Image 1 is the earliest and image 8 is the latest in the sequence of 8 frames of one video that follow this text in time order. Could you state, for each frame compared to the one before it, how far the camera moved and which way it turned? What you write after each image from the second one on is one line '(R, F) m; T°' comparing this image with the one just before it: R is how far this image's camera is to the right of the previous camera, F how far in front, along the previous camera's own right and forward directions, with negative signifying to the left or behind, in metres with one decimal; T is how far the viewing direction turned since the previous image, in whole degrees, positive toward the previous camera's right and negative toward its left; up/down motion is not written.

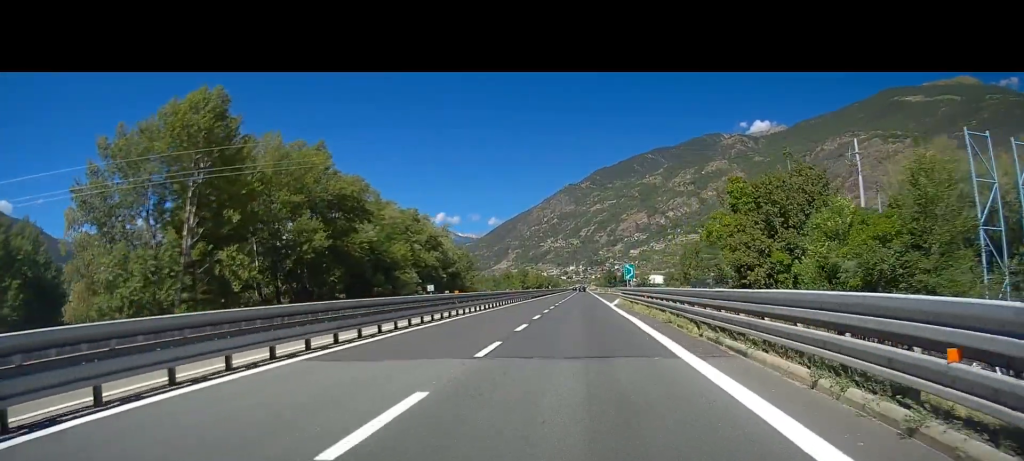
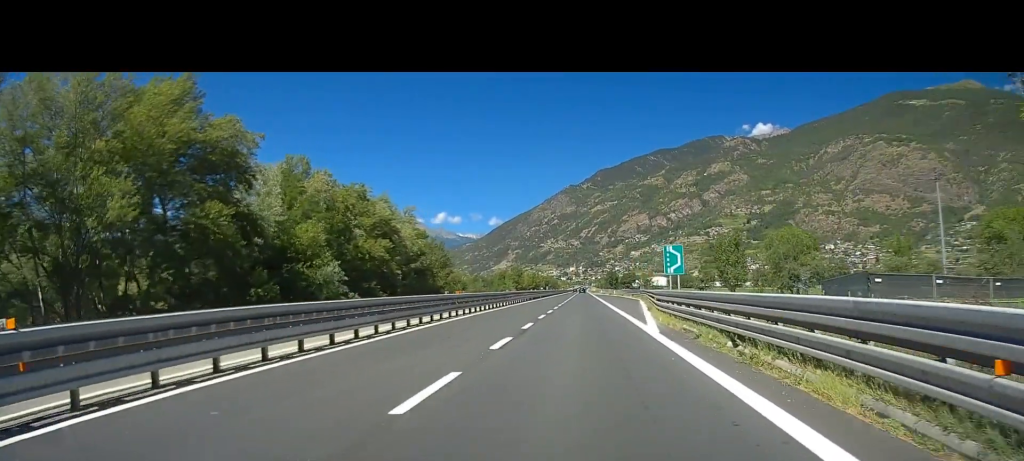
(0.0, +27.2) m; 0°
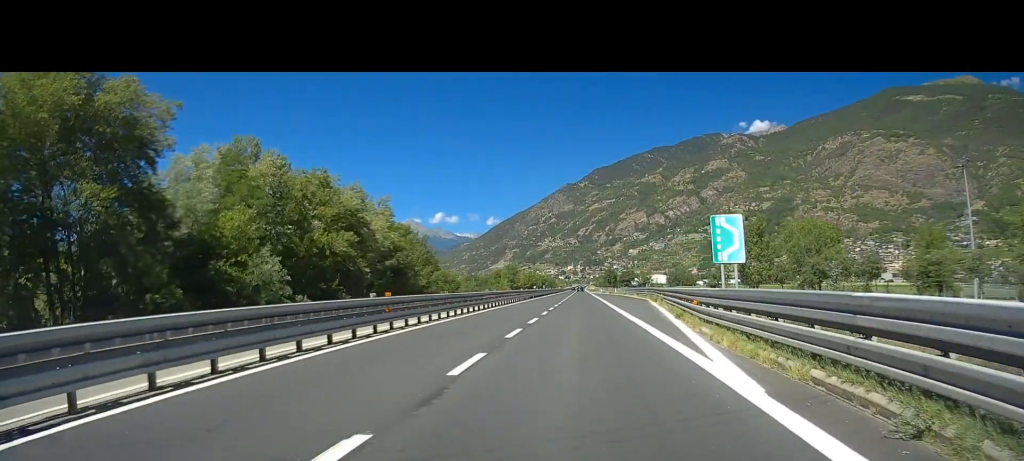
(0.0, +11.5) m; 0°
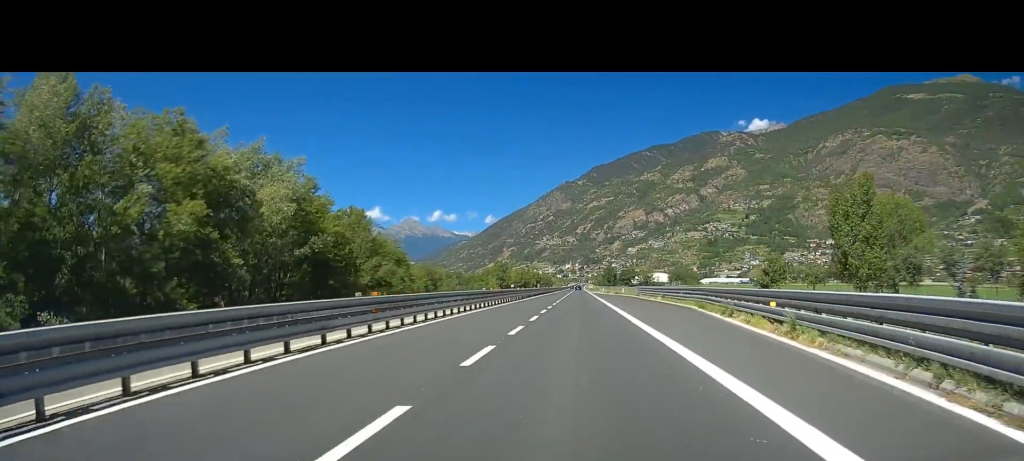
(0.0, +27.3) m; -1°
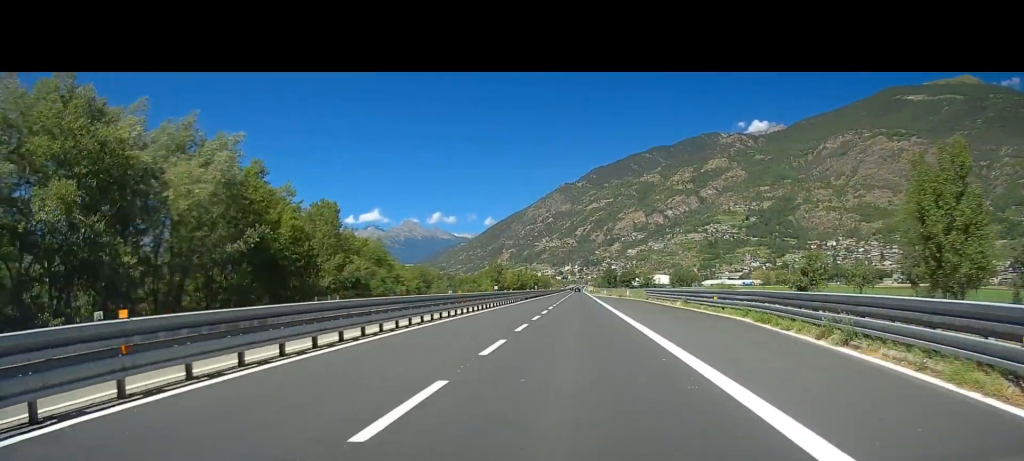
(0.0, +11.9) m; 0°
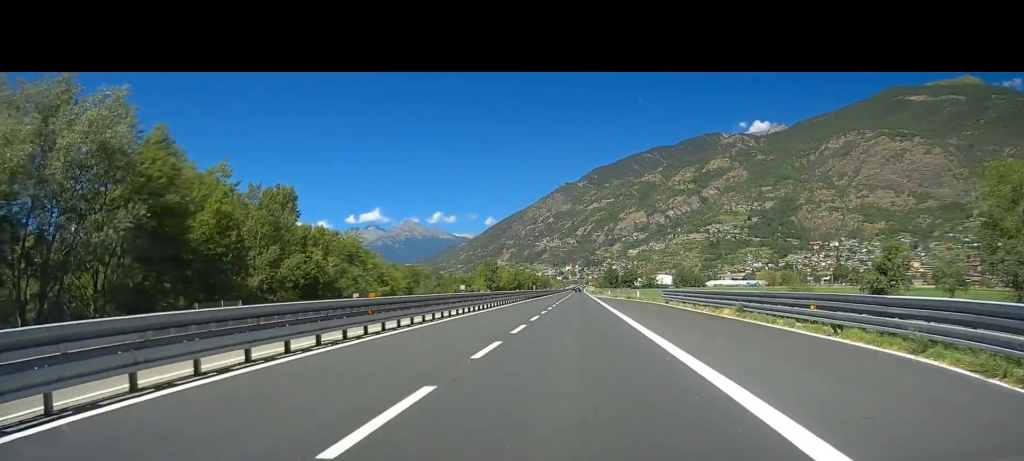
(-0.3, +15.0) m; 0°
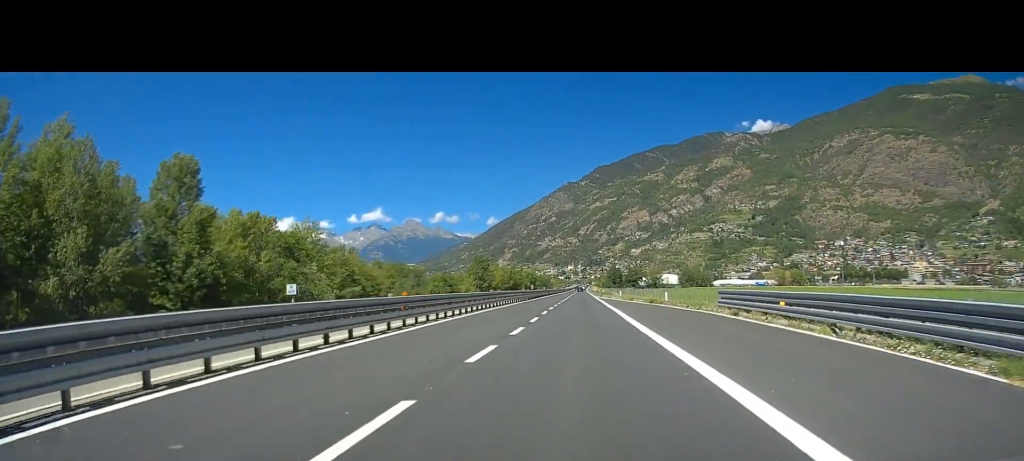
(+0.1, +22.7) m; 0°
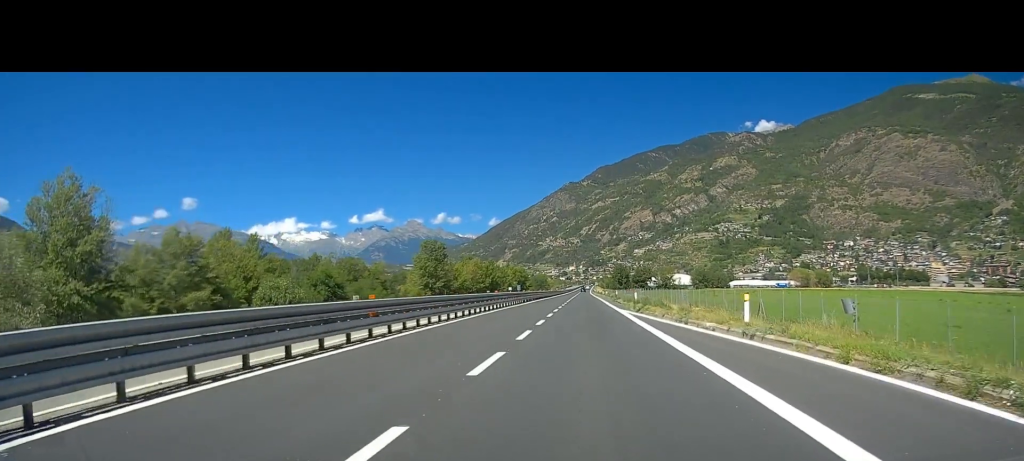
(+0.1, +58.7) m; +1°
